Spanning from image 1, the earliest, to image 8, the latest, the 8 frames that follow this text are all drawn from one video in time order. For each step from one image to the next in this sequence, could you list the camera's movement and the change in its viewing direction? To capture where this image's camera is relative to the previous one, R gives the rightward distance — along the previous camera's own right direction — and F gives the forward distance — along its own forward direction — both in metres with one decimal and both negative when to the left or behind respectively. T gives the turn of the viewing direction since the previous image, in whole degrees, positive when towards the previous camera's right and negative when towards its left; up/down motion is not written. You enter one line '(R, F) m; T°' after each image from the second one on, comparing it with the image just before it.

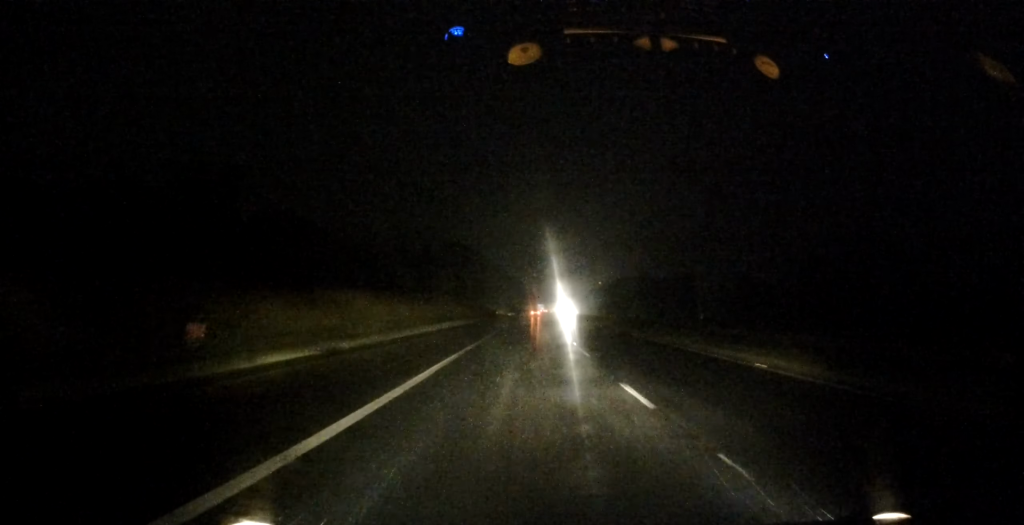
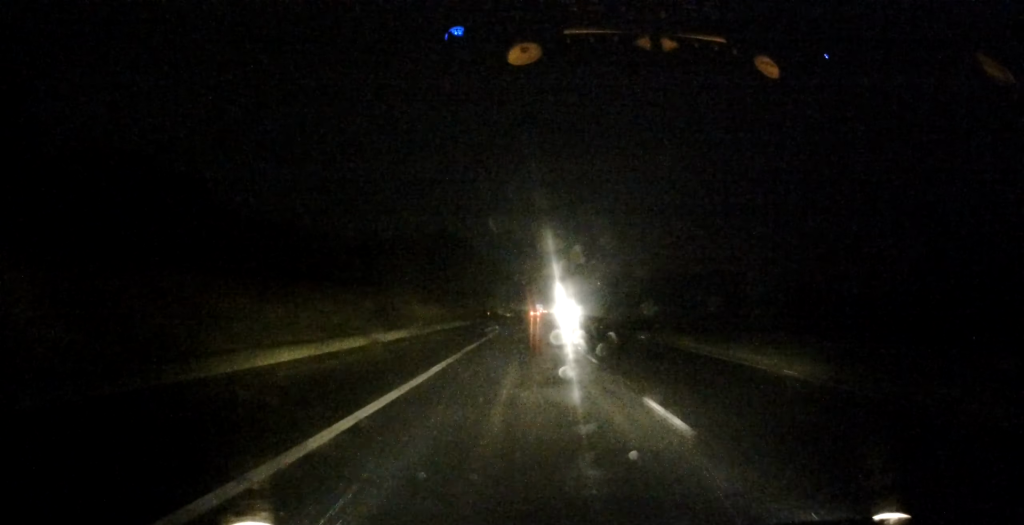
(0.0, +19.1) m; 0°
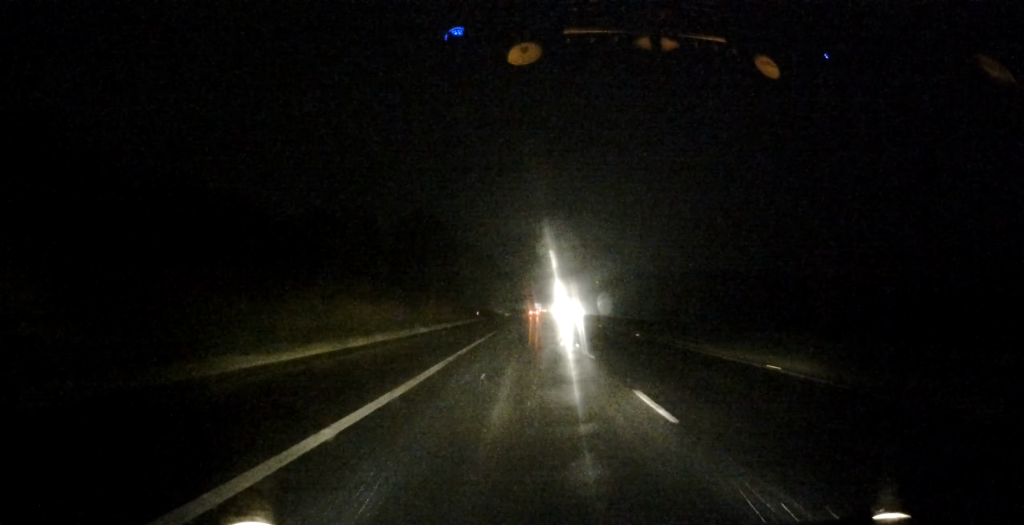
(0.0, +16.4) m; 0°
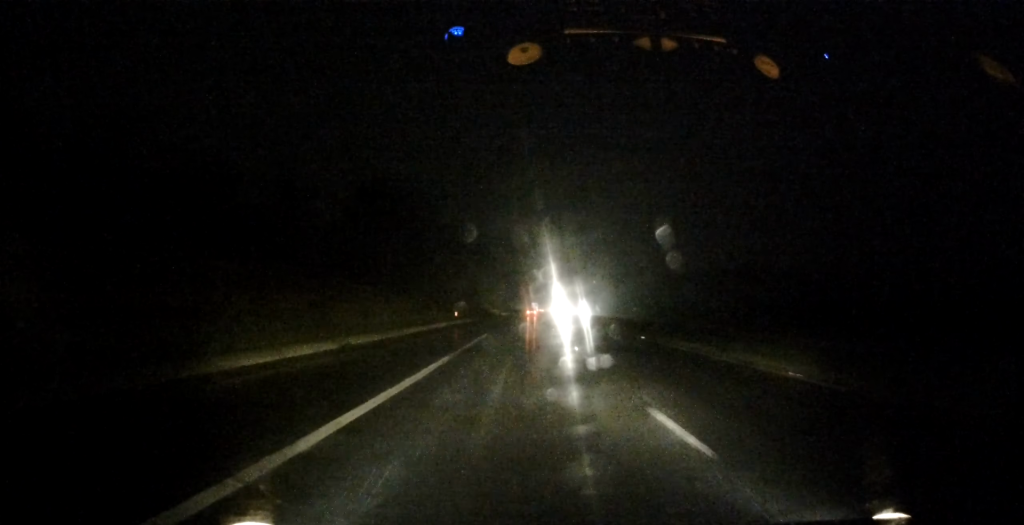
(0.0, +19.0) m; 0°
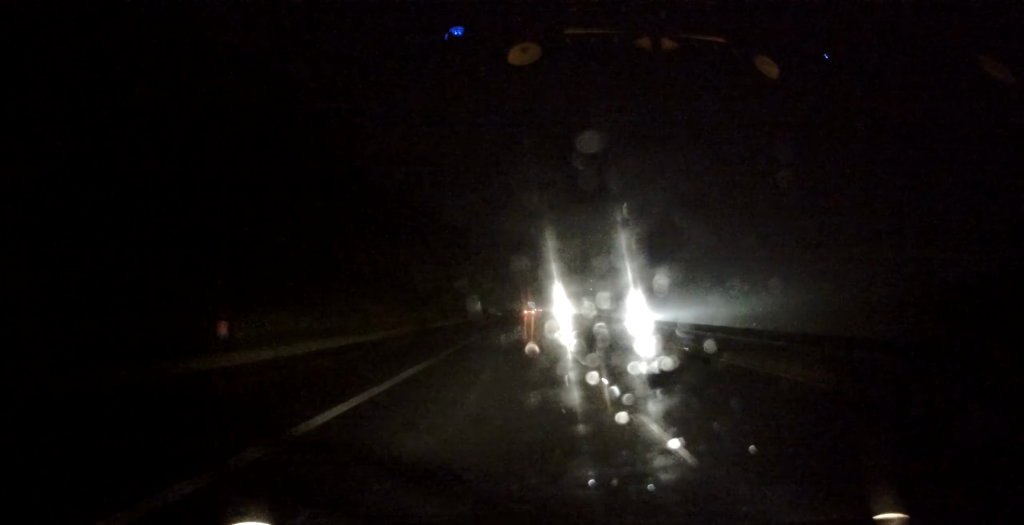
(-0.1, +43.2) m; 0°
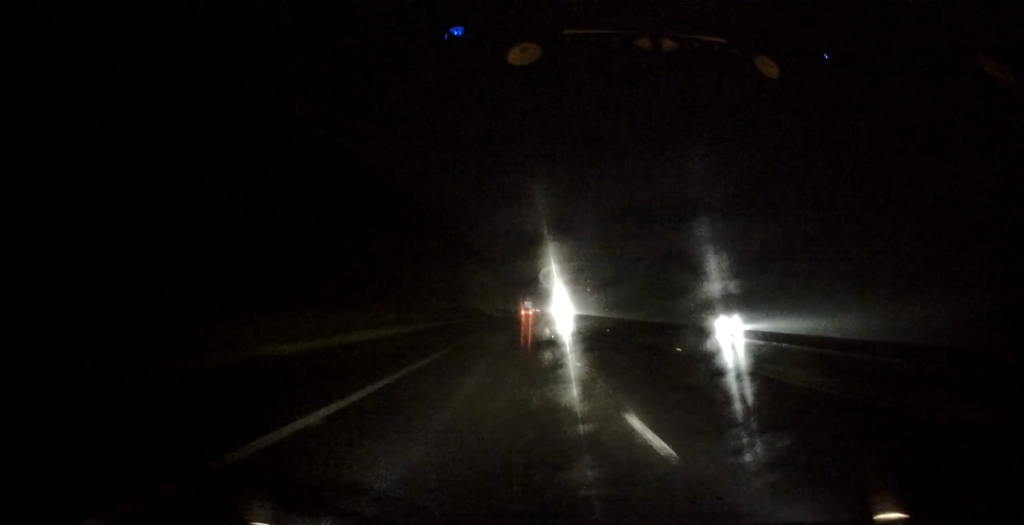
(0.0, +17.0) m; +1°
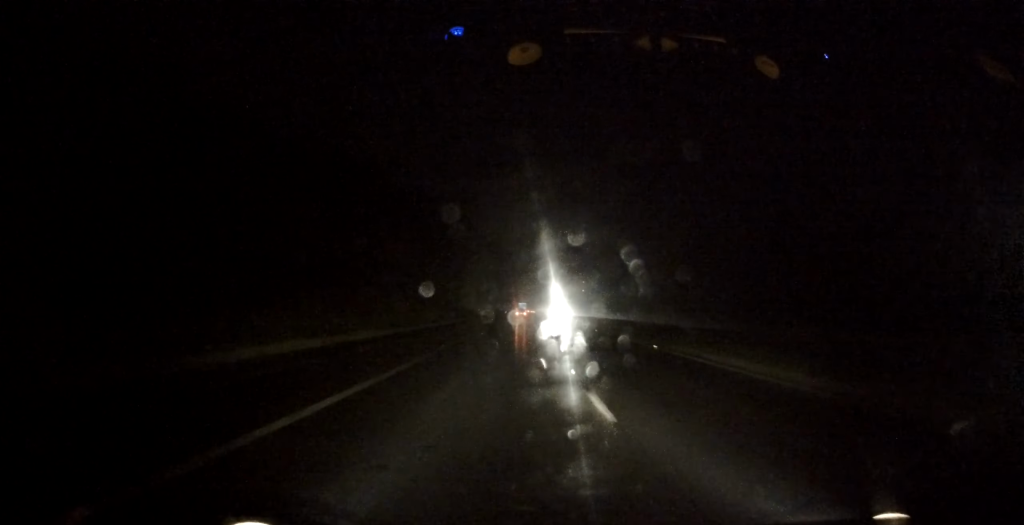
(0.0, +15.2) m; +1°
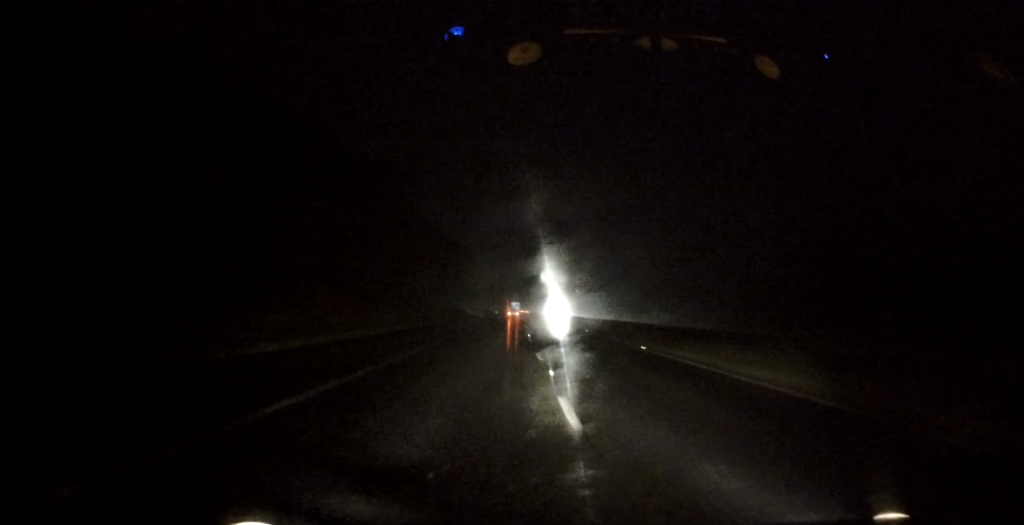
(+0.3, +18.0) m; +1°
